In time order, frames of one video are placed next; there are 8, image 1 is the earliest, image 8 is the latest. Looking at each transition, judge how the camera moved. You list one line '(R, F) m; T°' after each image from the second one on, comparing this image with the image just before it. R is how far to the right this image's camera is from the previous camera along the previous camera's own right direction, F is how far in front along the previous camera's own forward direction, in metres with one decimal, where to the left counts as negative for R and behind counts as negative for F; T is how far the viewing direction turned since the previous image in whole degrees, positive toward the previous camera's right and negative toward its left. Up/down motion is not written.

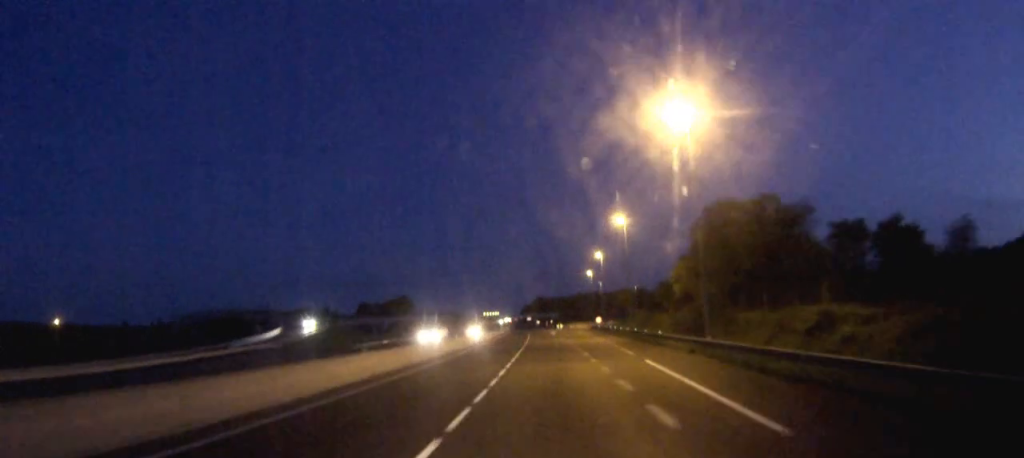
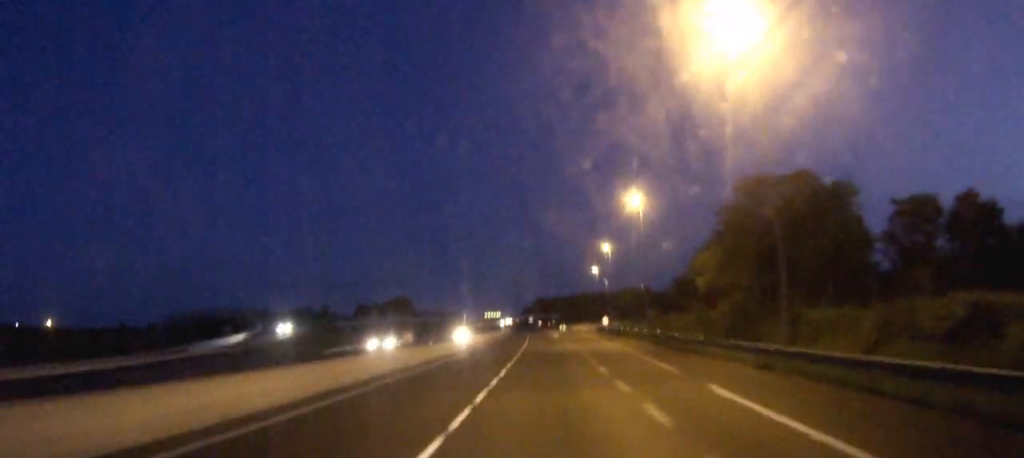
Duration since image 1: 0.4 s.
(0.0, +12.3) m; 0°
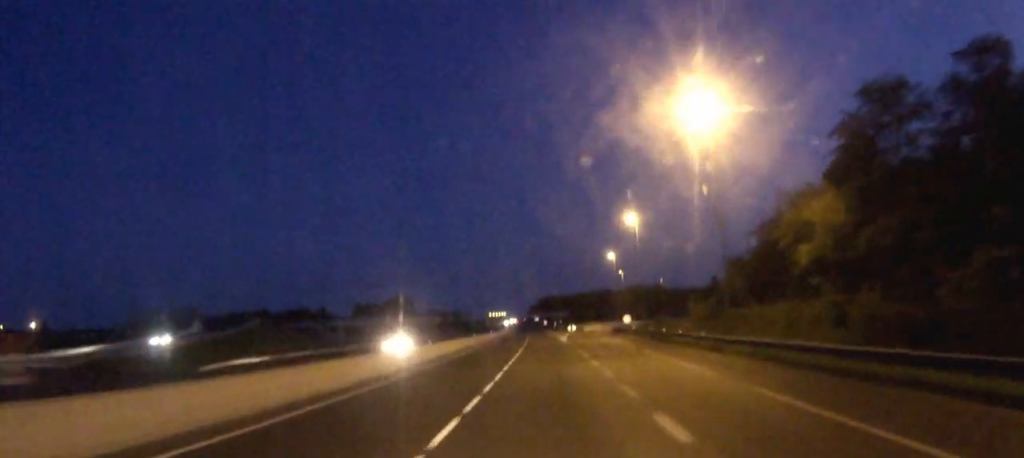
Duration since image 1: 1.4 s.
(-0.1, +27.8) m; -1°
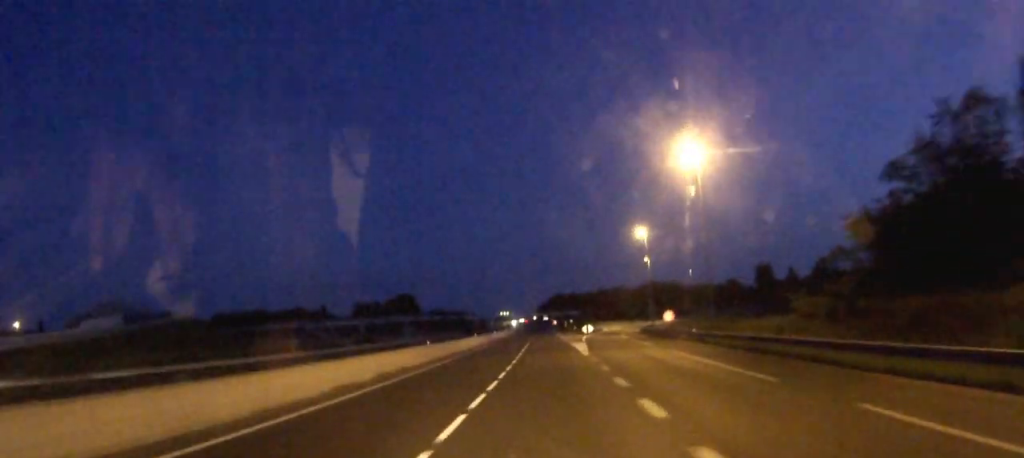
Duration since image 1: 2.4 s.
(-0.2, +29.9) m; -1°
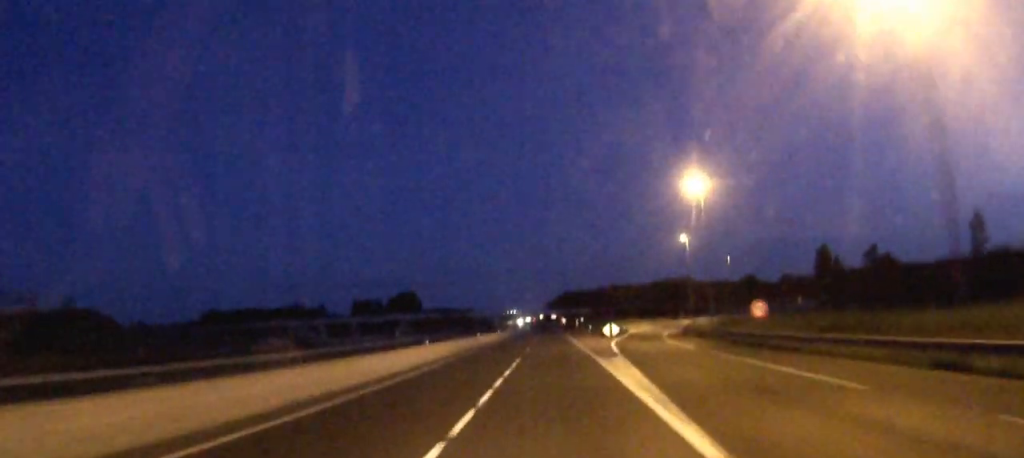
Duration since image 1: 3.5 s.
(-0.3, +30.0) m; -1°
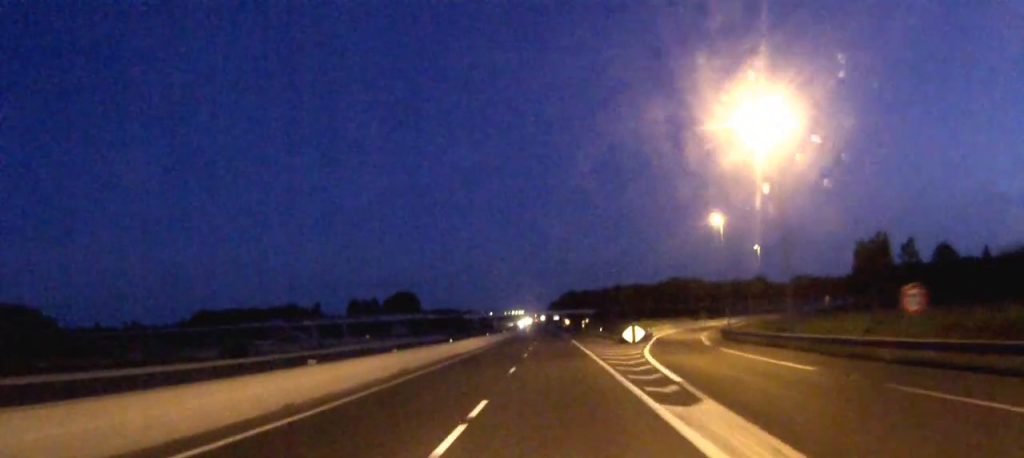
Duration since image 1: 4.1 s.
(0.0, +19.4) m; 0°
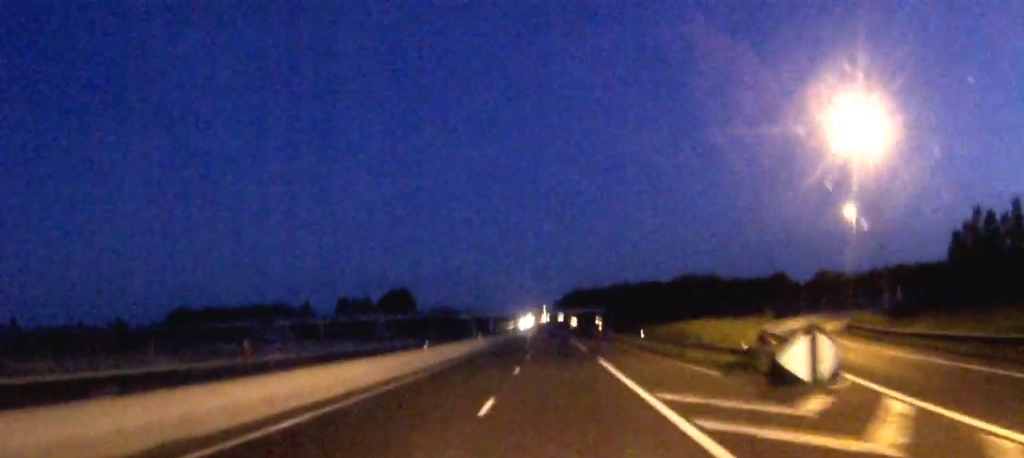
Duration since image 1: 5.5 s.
(+0.1, +38.8) m; 0°
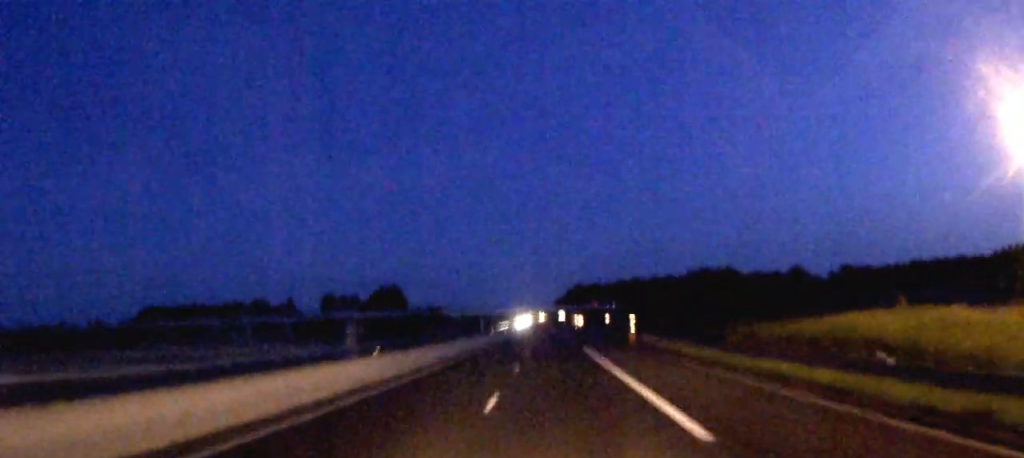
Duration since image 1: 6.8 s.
(-0.2, +38.6) m; 0°
